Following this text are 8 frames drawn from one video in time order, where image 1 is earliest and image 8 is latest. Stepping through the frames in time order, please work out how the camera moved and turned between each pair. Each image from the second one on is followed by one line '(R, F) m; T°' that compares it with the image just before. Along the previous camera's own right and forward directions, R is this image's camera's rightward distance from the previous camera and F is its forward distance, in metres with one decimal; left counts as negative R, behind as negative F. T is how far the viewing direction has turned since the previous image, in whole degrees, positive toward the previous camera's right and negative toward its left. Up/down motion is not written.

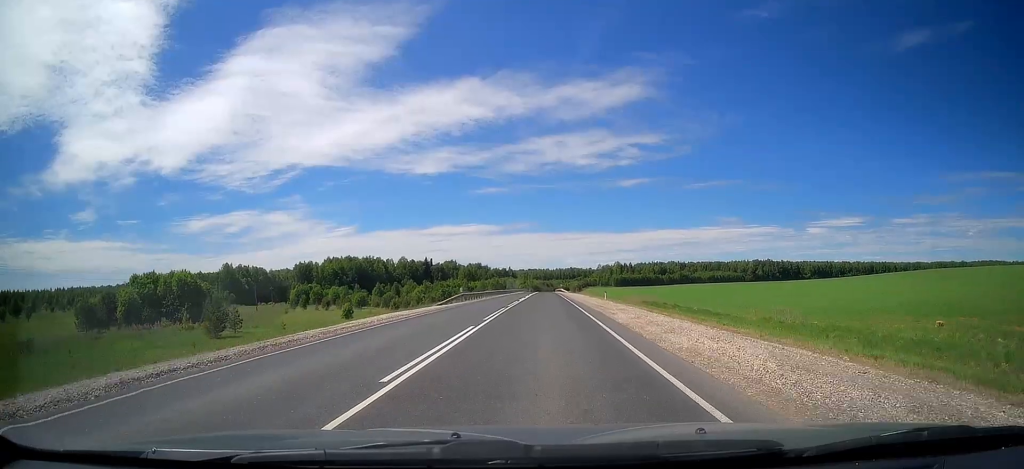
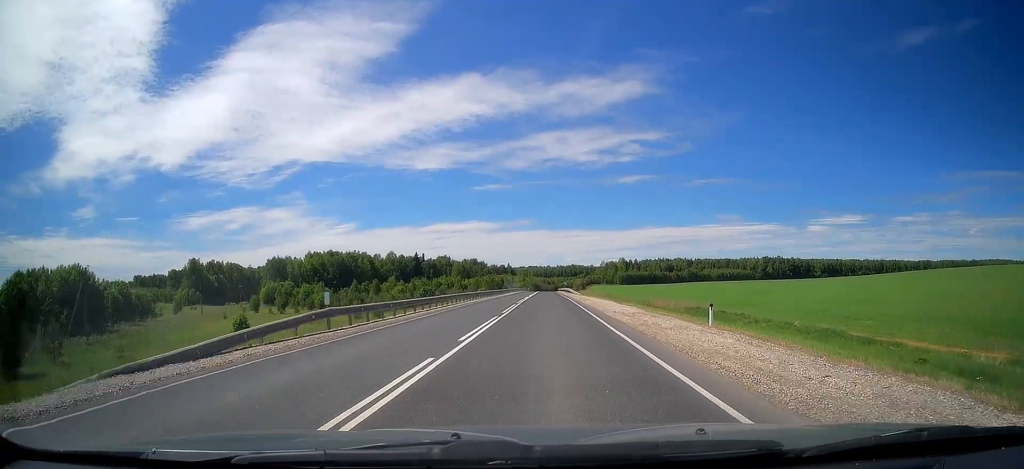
(+0.5, +30.5) m; +1°
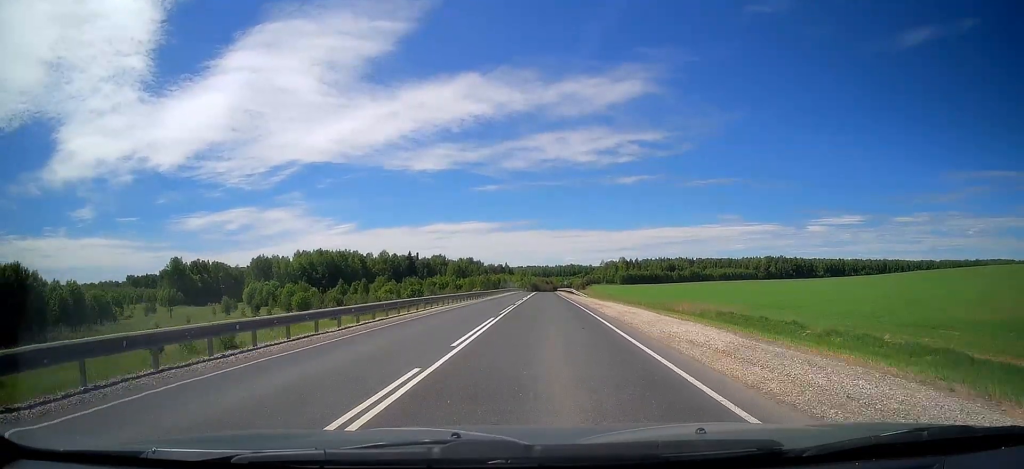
(0.0, +13.2) m; 0°
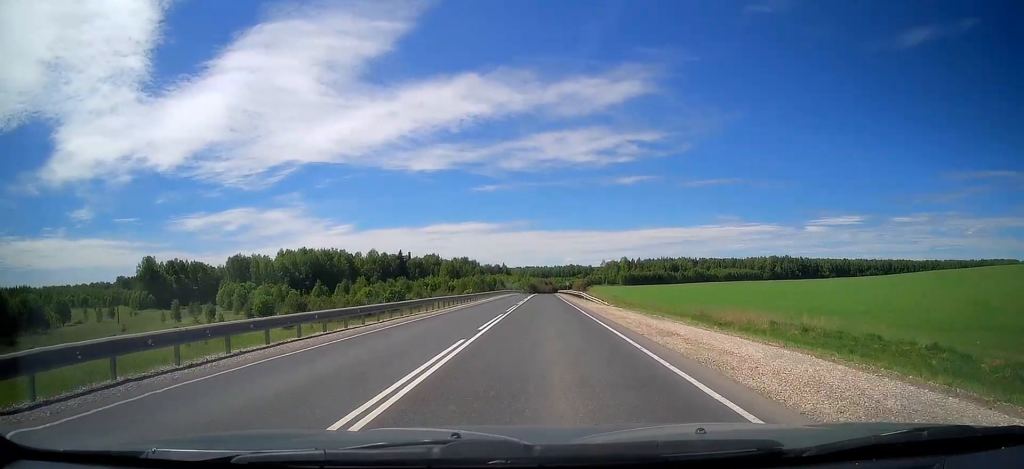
(0.0, +19.3) m; 0°
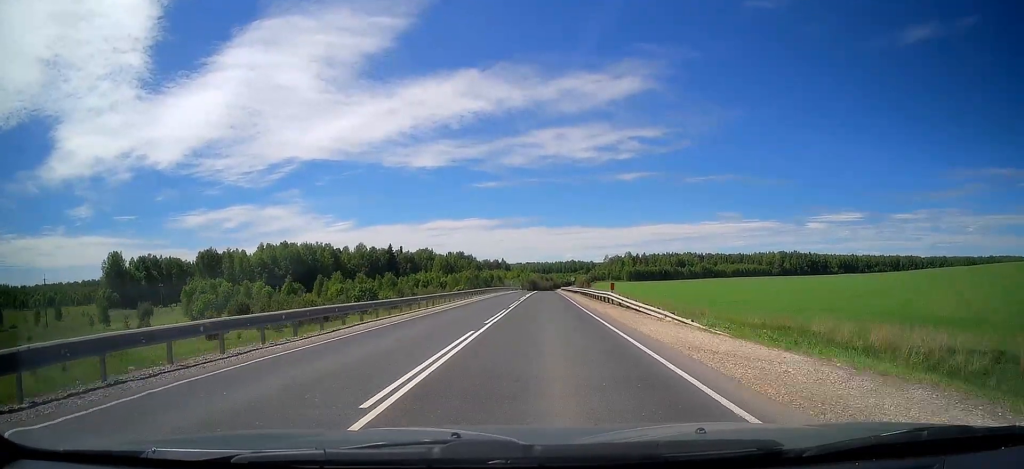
(0.0, +22.2) m; 0°
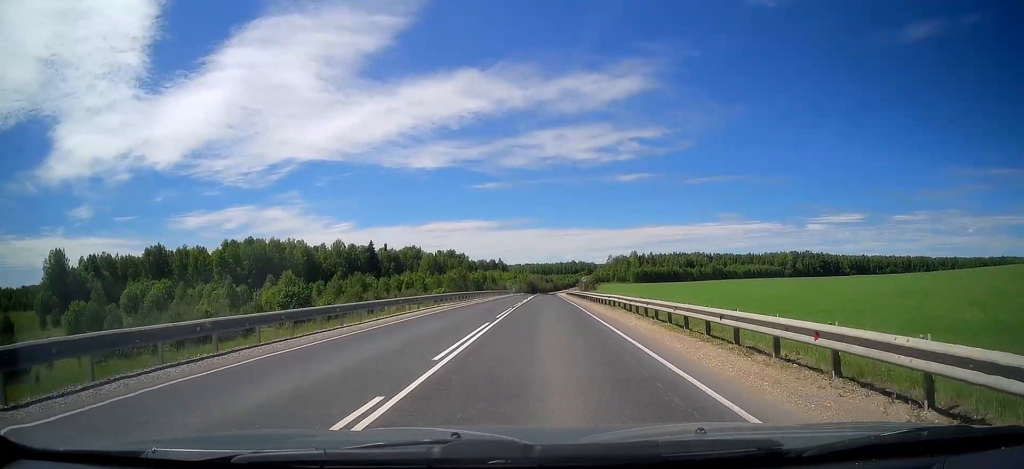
(0.0, +32.2) m; 0°
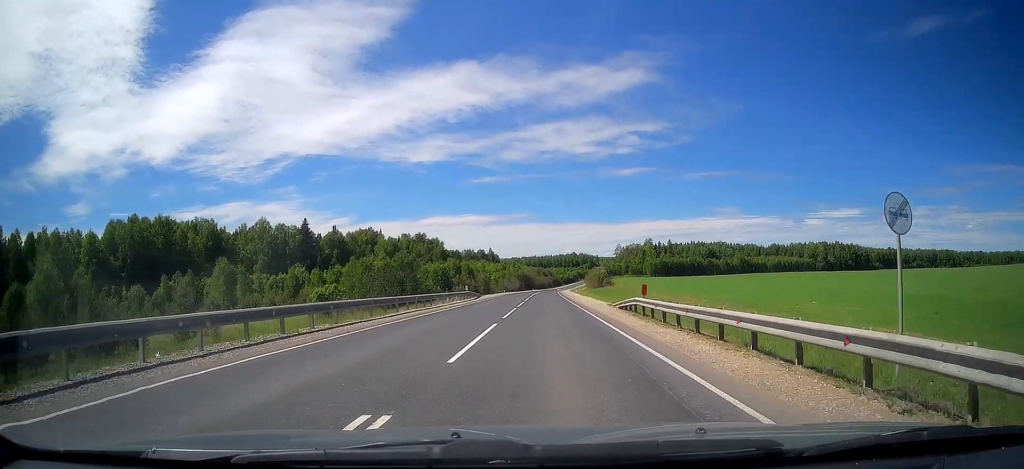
(0.0, +72.5) m; 0°
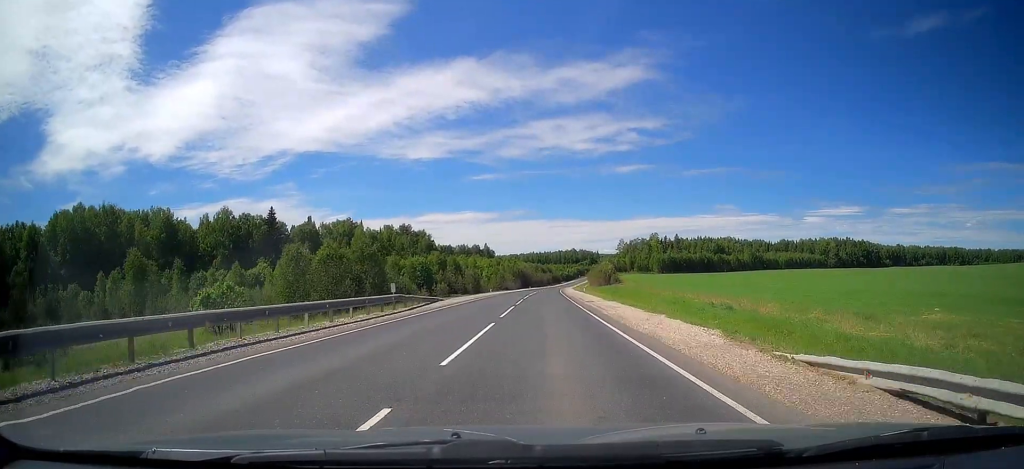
(0.0, +24.2) m; 0°
